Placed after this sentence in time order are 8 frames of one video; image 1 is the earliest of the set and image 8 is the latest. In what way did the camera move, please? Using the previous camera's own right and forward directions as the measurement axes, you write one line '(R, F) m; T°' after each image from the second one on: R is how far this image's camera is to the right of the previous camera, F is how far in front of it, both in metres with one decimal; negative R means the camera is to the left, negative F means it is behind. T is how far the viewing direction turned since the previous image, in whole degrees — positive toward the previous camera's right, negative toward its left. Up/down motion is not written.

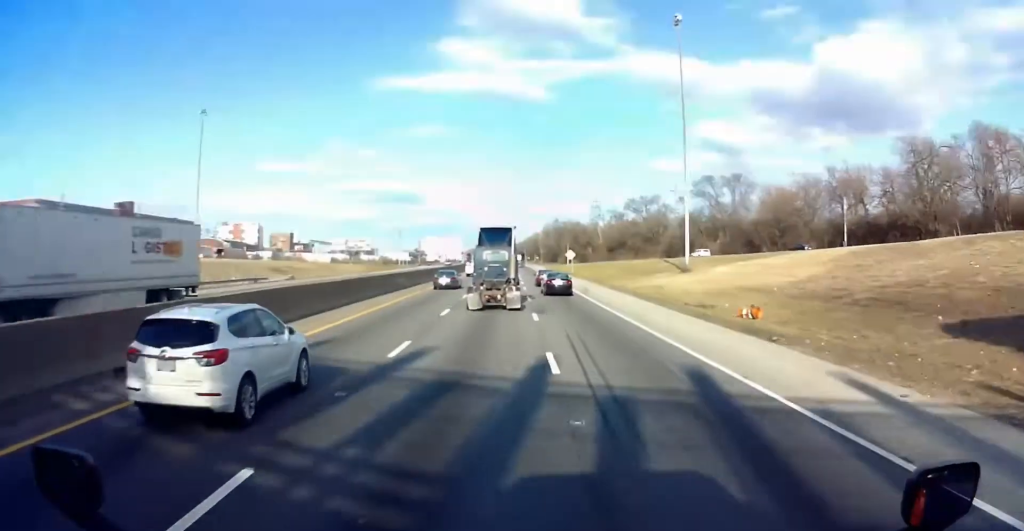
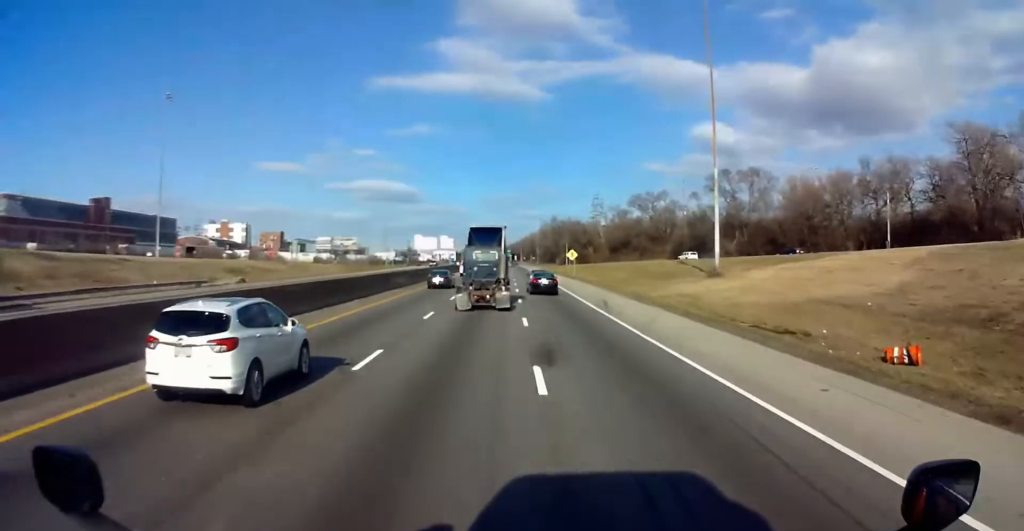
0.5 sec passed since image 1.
(0.0, +14.3) m; 0°
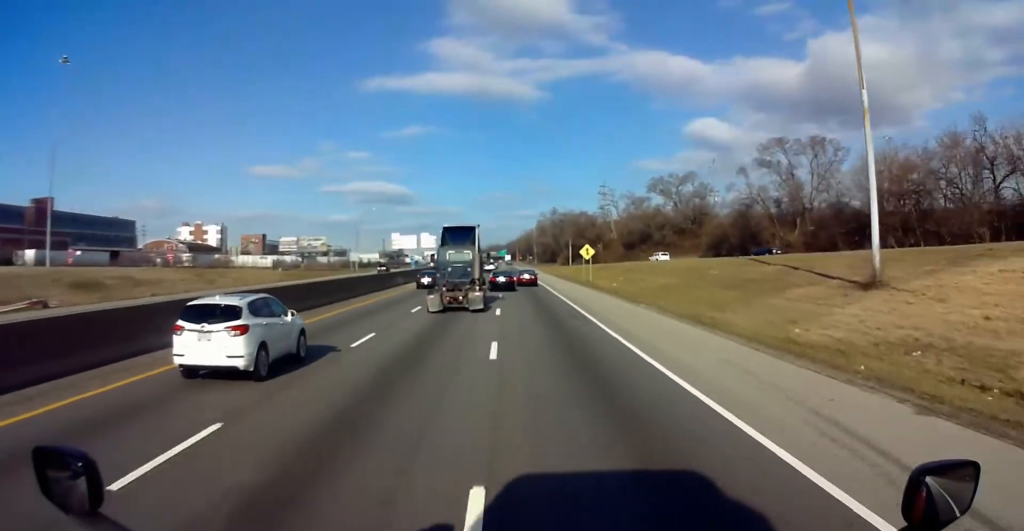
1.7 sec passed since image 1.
(-0.3, +32.6) m; -1°
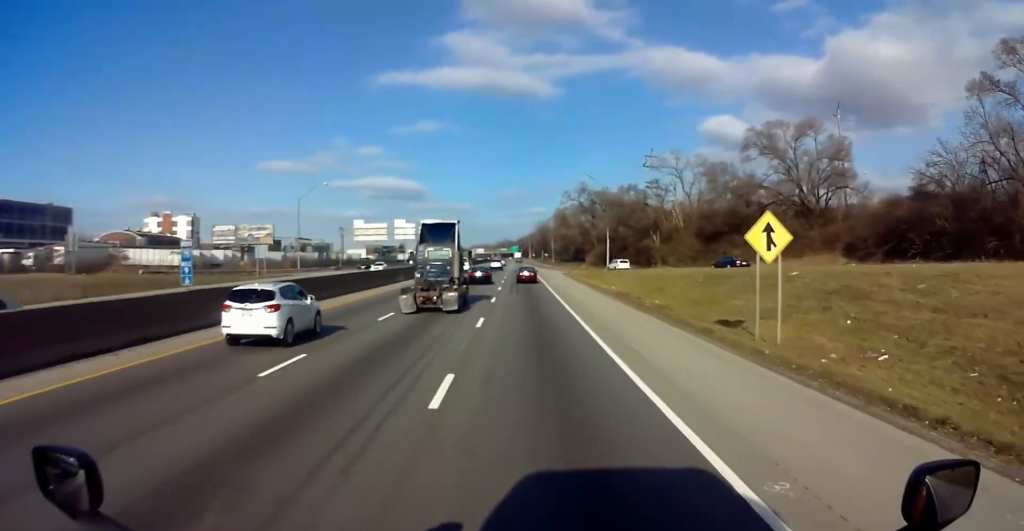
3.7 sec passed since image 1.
(+0.2, +54.3) m; +1°
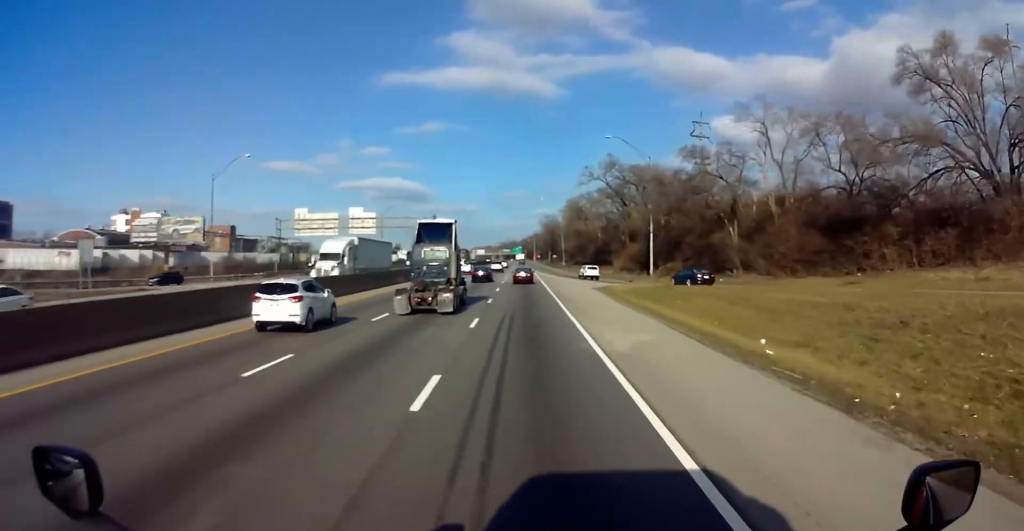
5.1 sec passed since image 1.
(+0.2, +36.9) m; 0°
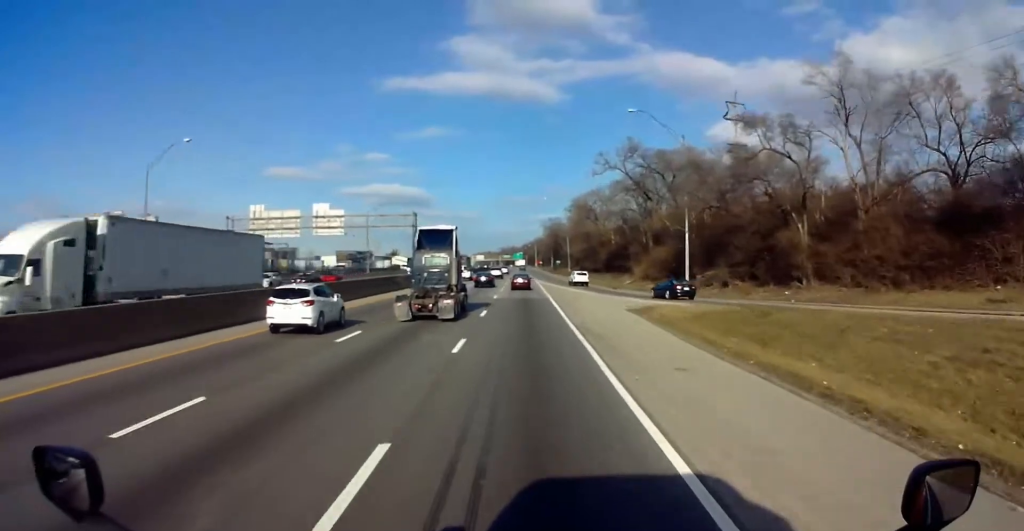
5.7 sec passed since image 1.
(-0.2, +17.0) m; 0°
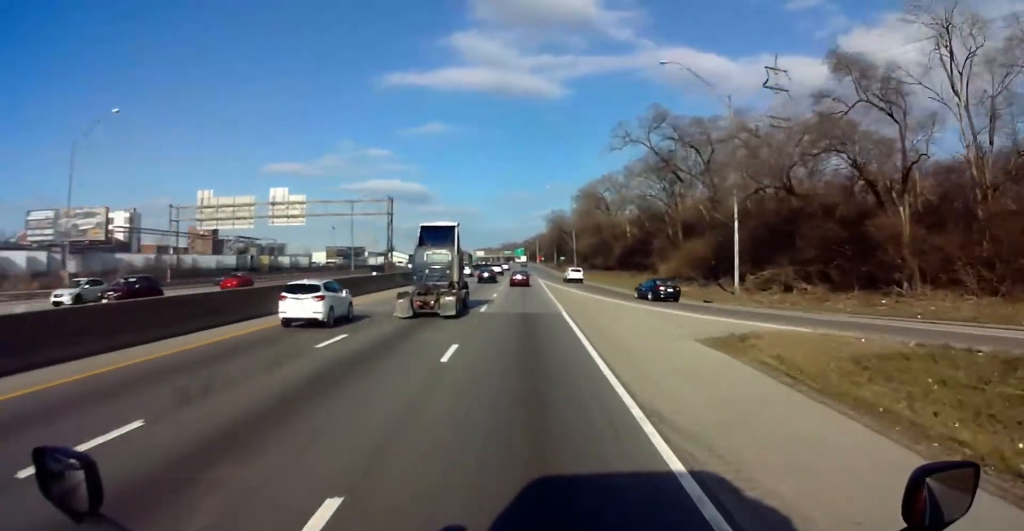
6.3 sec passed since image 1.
(0.0, +14.3) m; 0°
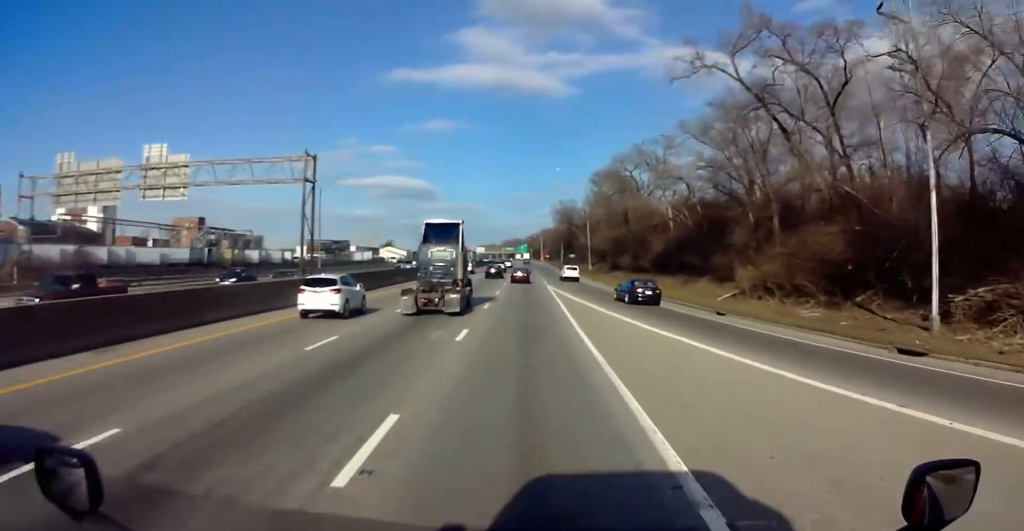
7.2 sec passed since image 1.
(+0.3, +24.2) m; 0°
